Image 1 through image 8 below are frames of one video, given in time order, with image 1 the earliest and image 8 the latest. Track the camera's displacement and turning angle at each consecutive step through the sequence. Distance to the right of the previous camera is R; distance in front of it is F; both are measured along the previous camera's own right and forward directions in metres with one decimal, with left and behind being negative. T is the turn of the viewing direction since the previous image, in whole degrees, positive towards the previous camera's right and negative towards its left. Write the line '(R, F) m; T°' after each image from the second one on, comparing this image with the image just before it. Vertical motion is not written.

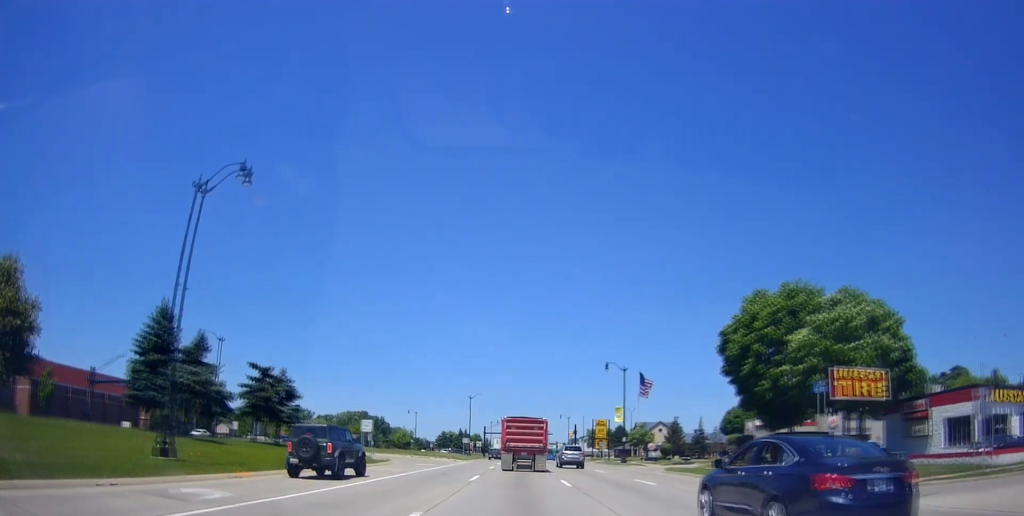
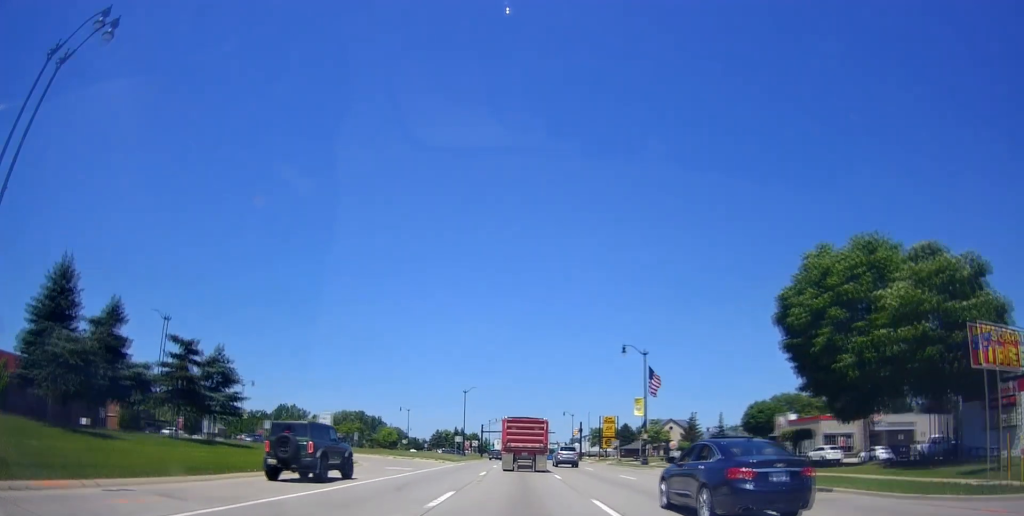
(+0.1, +10.2) m; -1°
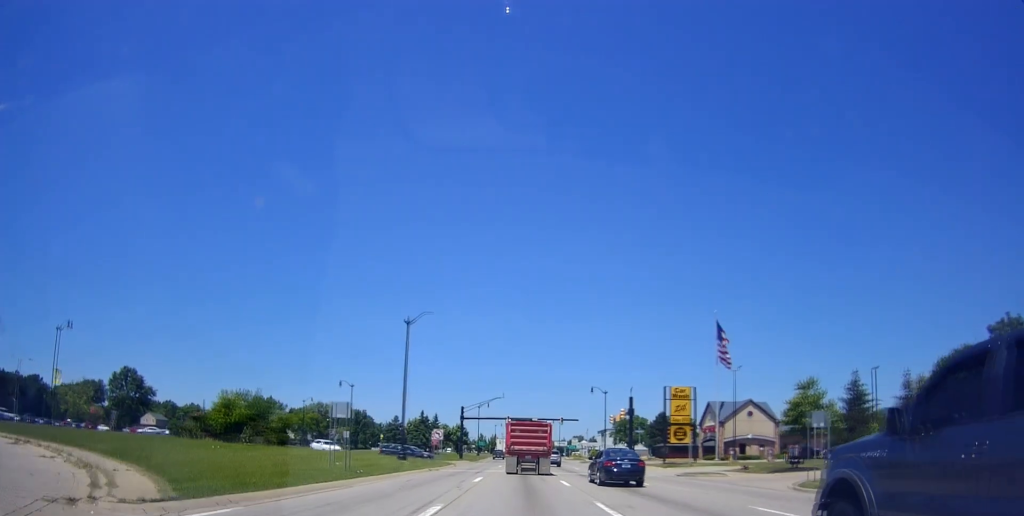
(+0.3, +48.3) m; -1°
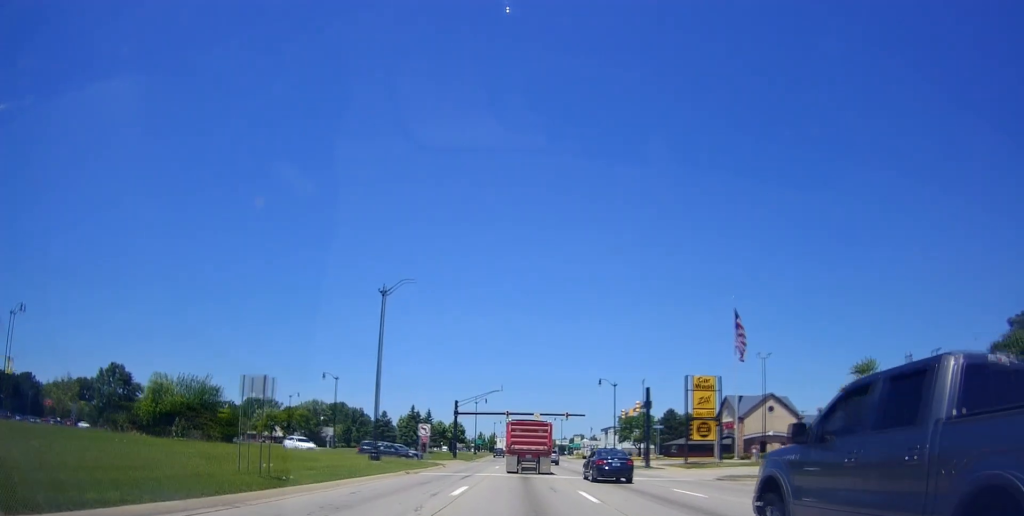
(0.0, +8.1) m; -1°
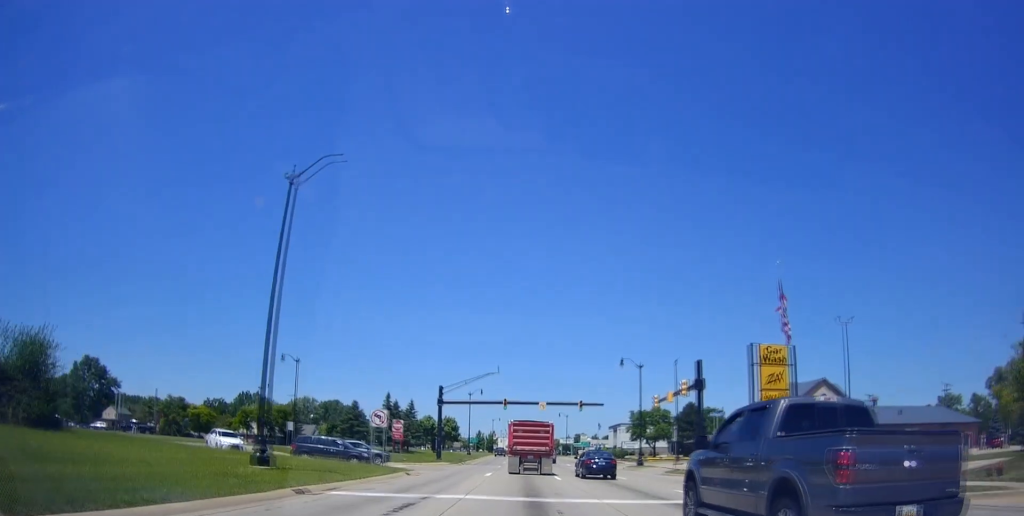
(-0.6, +15.5) m; 0°
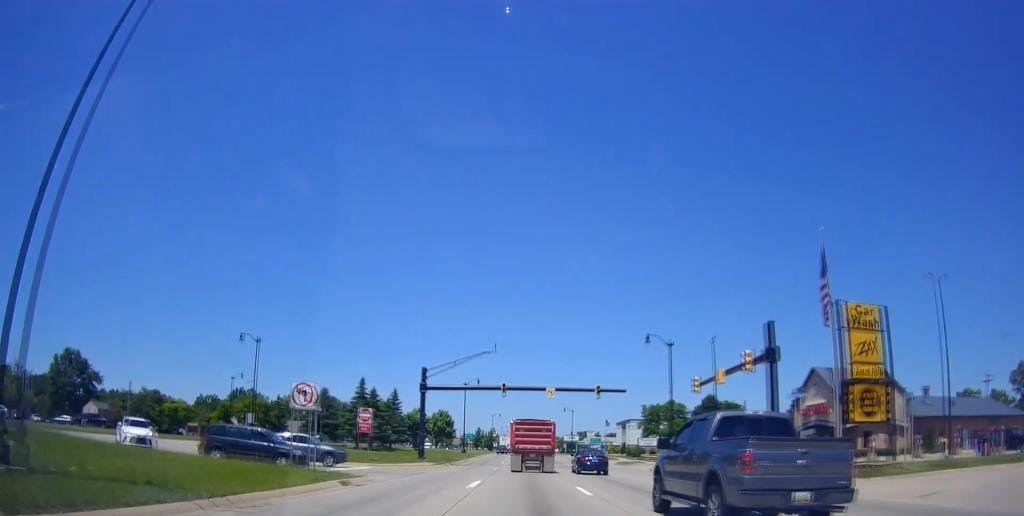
(+0.5, +10.9) m; 0°
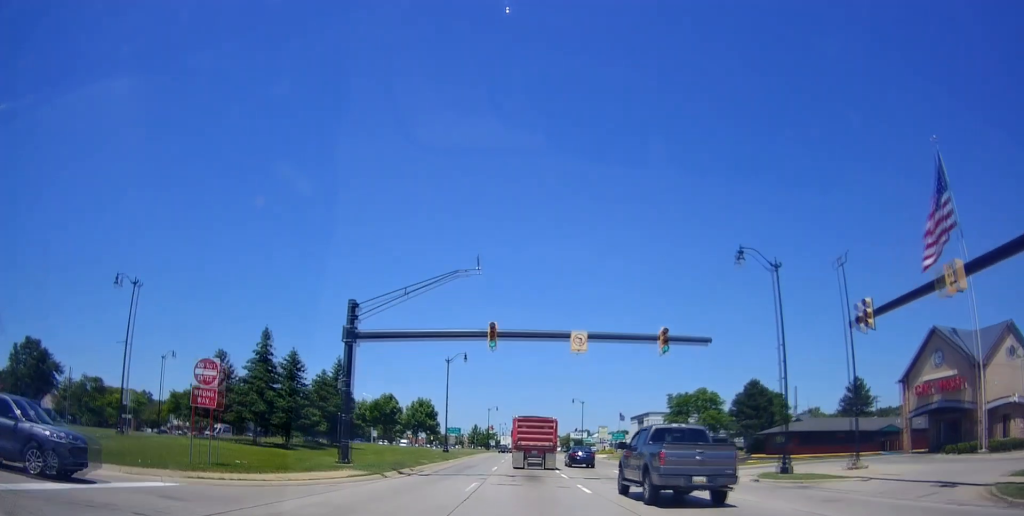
(-0.5, +21.6) m; 0°
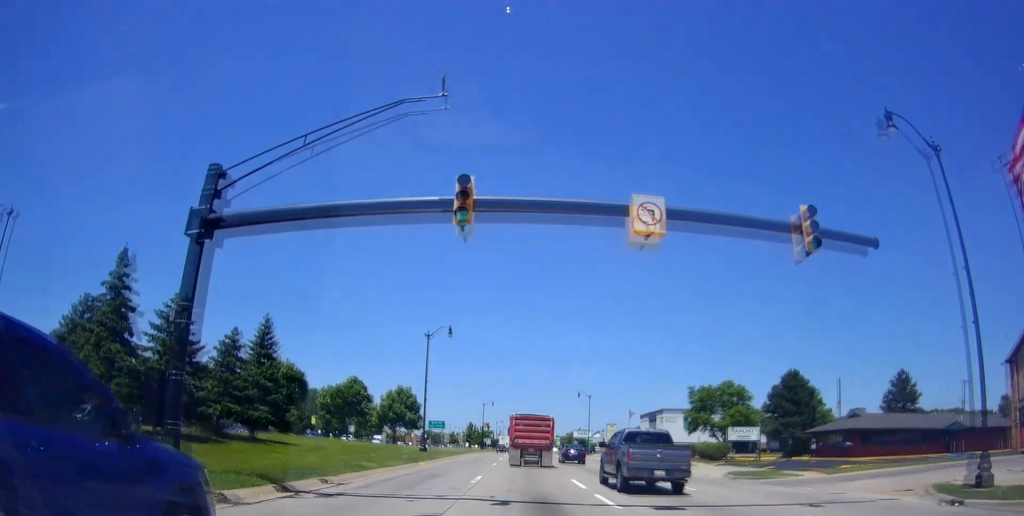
(+0.6, +13.9) m; +2°
